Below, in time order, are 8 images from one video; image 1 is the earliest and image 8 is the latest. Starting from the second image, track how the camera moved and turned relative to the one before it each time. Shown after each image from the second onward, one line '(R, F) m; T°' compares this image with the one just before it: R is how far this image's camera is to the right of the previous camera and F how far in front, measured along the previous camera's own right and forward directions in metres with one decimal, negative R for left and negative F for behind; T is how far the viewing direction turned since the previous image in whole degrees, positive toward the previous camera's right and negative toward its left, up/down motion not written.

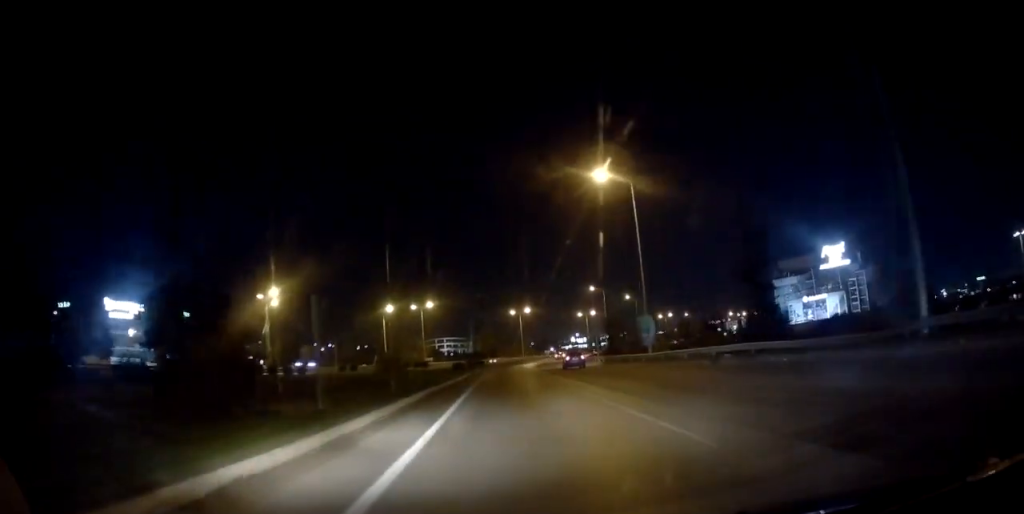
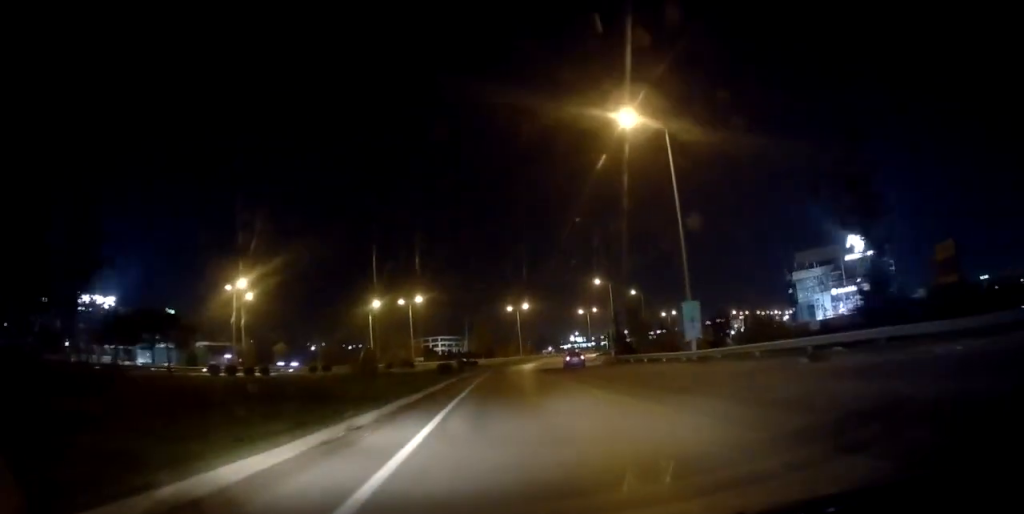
(+0.3, +10.7) m; 0°
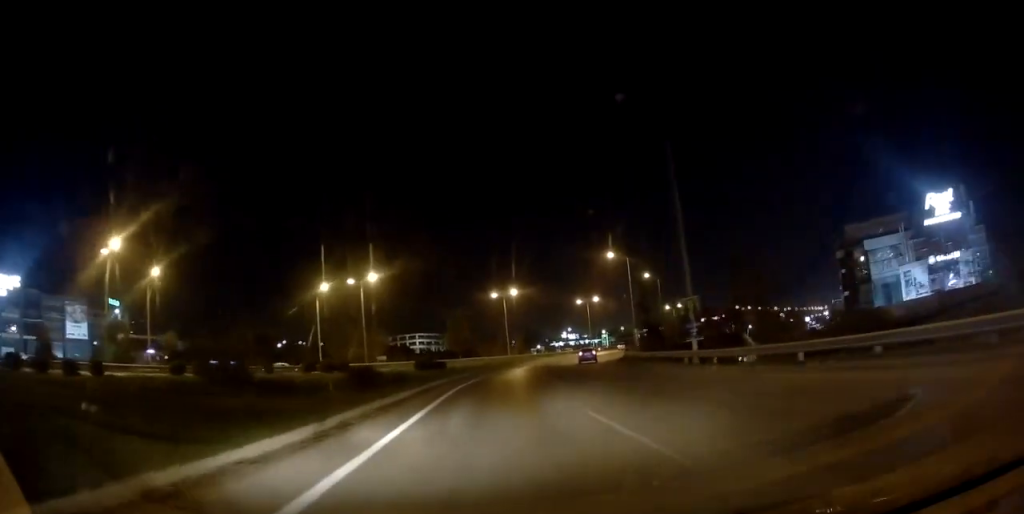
(-0.2, +26.8) m; +2°
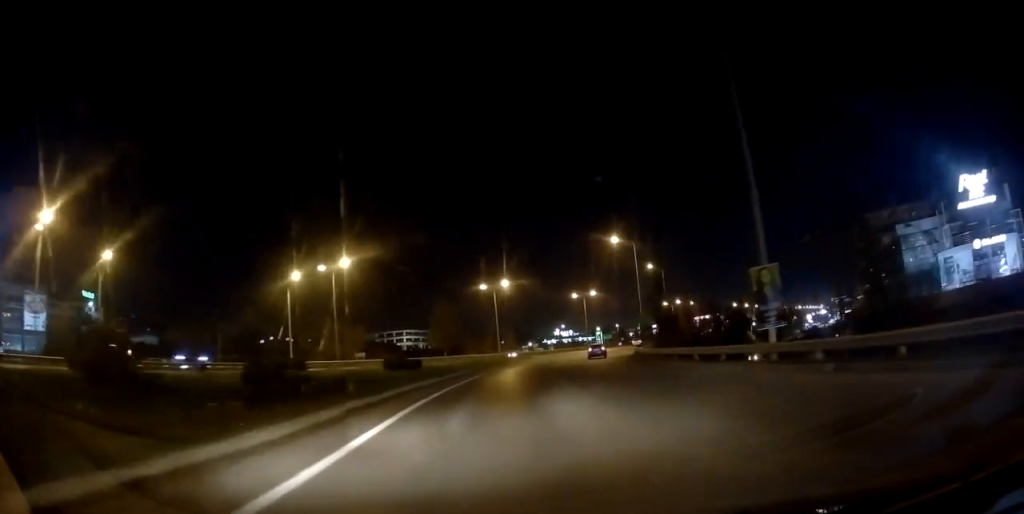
(+0.3, +9.4) m; +3°
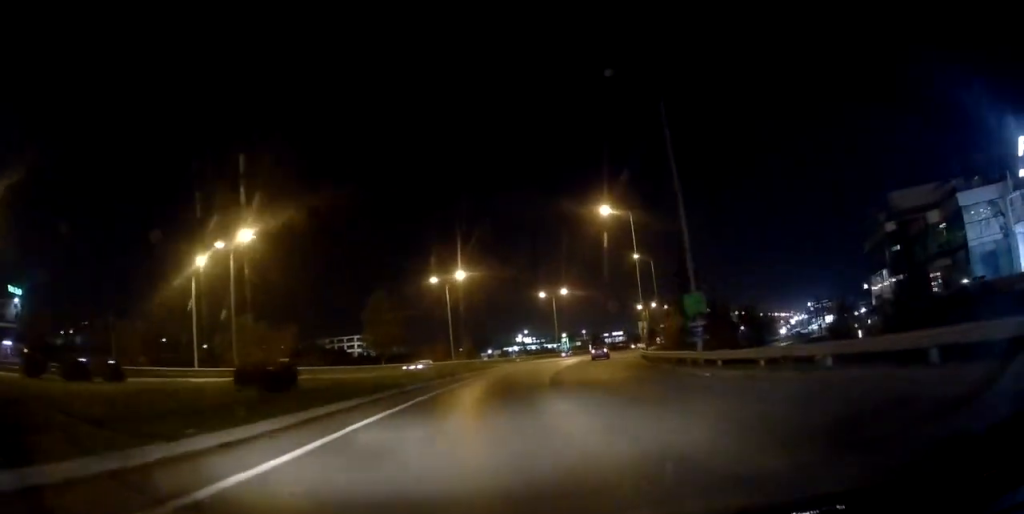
(+1.0, +18.5) m; +5°
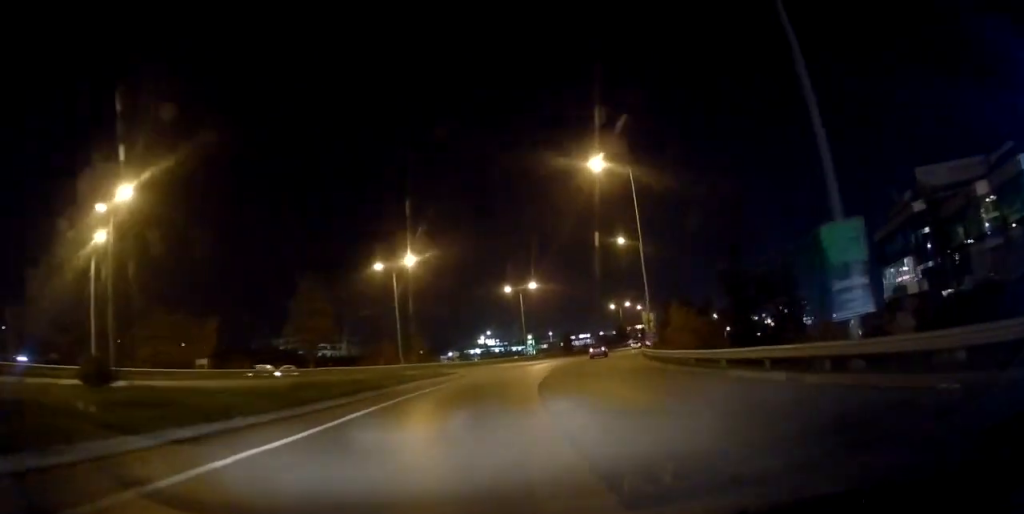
(+0.5, +13.9) m; +3°
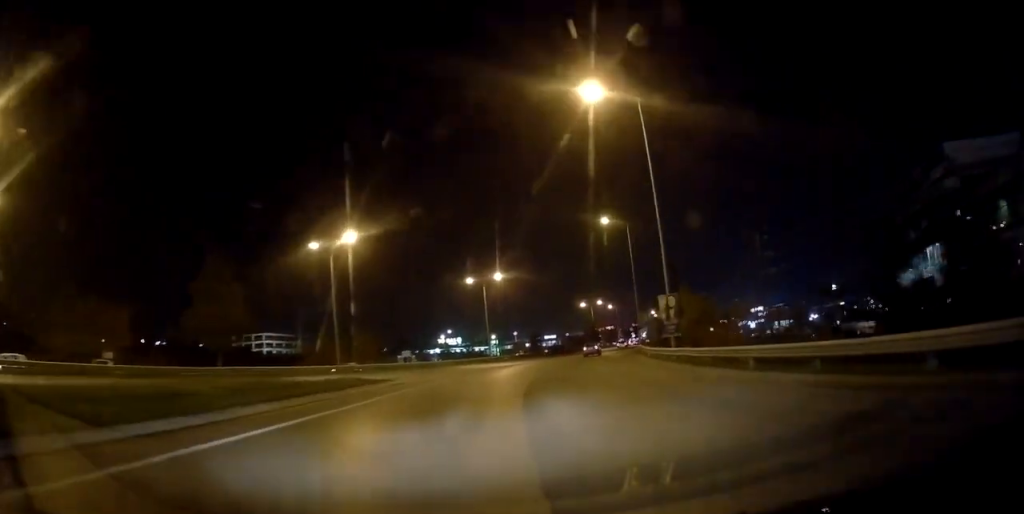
(+0.1, +11.8) m; +2°
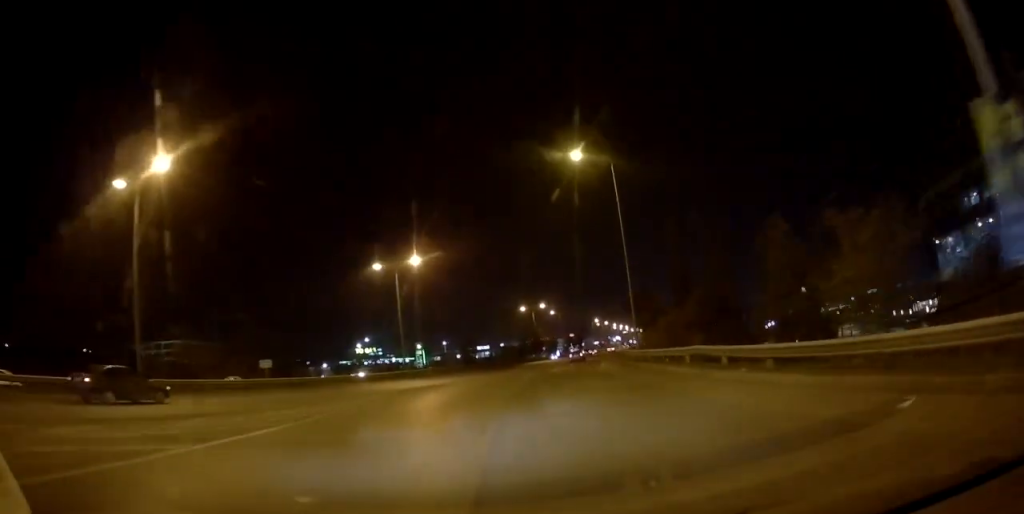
(+1.3, +22.7) m; +8°
